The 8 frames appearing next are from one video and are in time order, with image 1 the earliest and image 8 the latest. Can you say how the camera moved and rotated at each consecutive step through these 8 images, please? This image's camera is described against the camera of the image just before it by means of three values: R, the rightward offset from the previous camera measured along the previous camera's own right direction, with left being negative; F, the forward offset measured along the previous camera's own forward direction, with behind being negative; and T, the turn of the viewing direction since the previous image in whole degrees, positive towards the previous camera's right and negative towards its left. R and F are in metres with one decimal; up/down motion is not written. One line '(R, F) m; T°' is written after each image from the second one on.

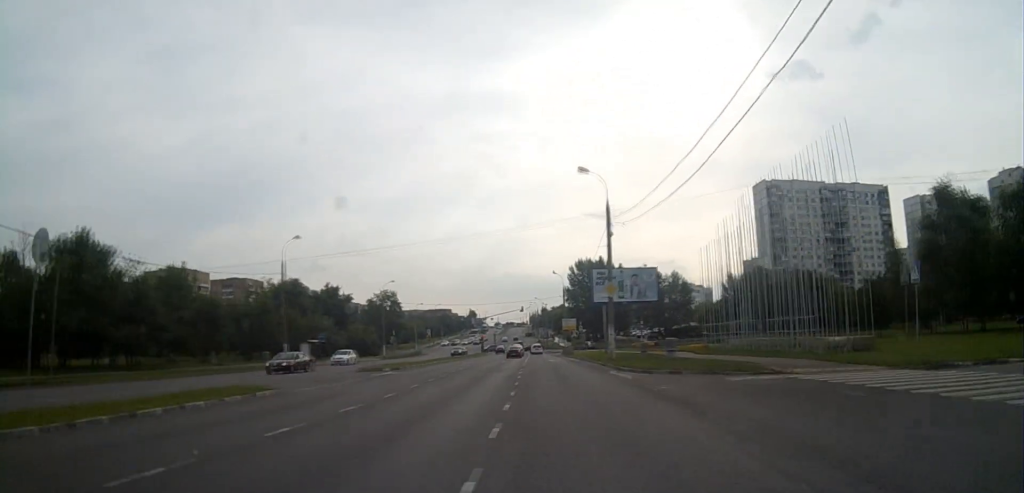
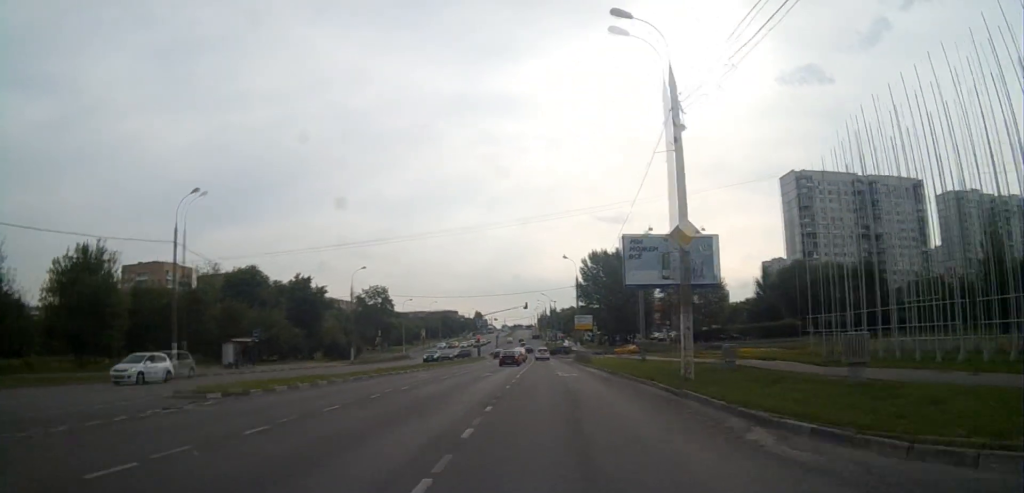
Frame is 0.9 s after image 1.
(-0.1, +18.4) m; -1°
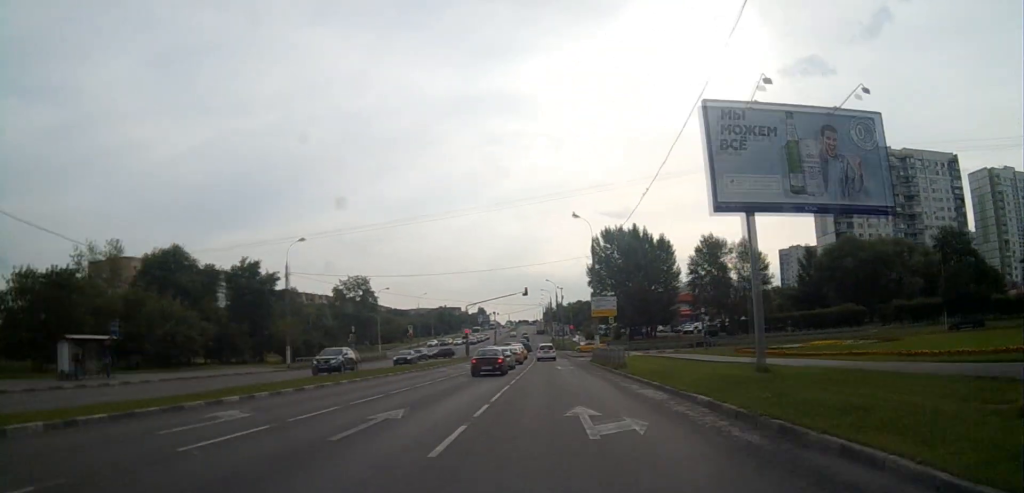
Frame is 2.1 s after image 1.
(-0.3, +20.9) m; -1°
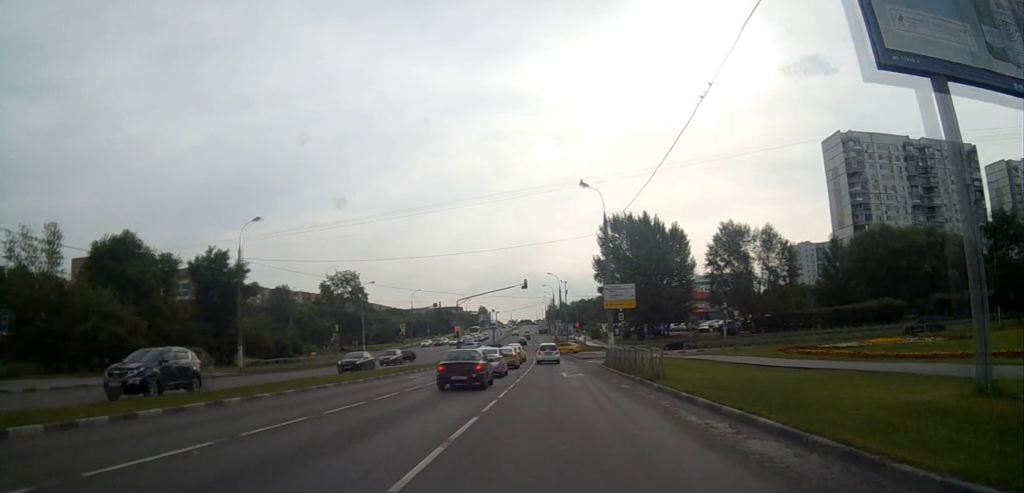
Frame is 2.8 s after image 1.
(0.0, +9.5) m; 0°
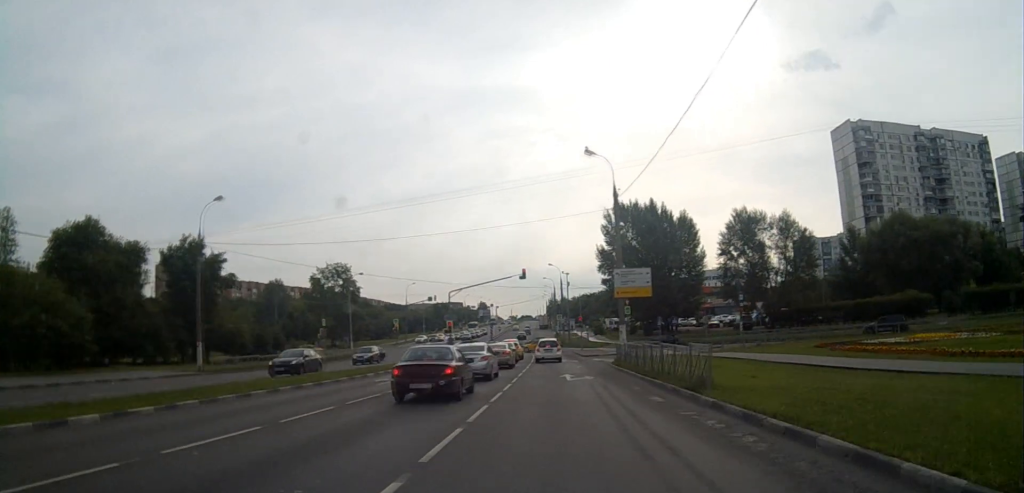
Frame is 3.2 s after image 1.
(0.0, +6.2) m; 0°
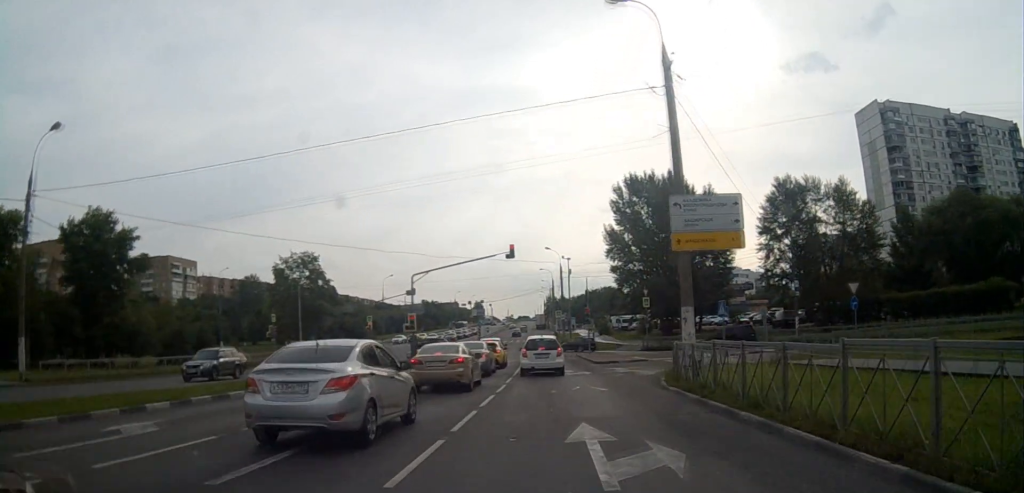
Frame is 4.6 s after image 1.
(+0.1, +16.0) m; 0°
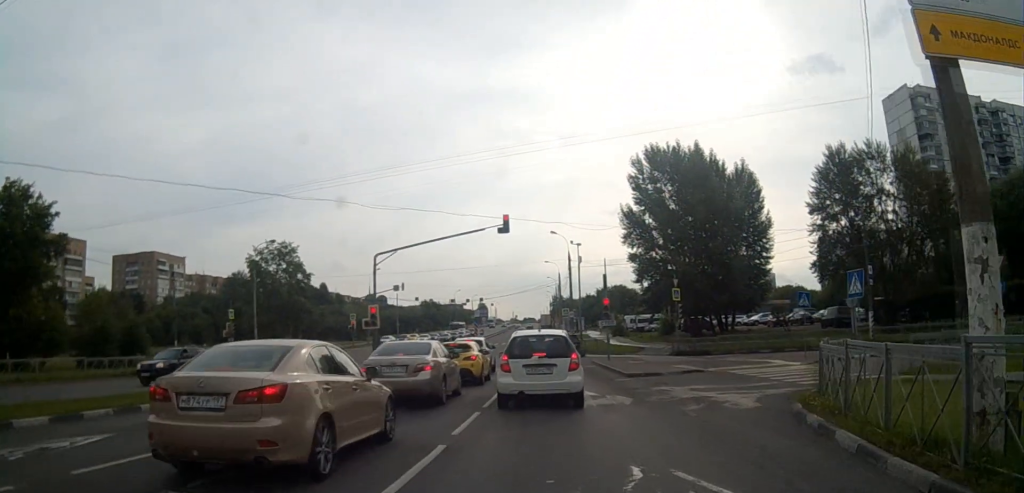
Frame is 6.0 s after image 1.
(0.0, +11.6) m; +1°
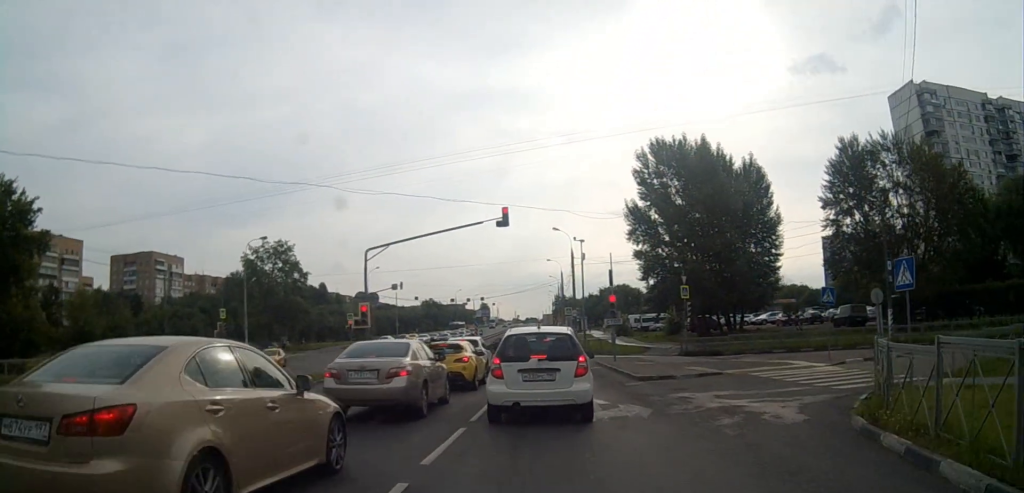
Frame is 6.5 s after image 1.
(0.0, +2.4) m; 0°
